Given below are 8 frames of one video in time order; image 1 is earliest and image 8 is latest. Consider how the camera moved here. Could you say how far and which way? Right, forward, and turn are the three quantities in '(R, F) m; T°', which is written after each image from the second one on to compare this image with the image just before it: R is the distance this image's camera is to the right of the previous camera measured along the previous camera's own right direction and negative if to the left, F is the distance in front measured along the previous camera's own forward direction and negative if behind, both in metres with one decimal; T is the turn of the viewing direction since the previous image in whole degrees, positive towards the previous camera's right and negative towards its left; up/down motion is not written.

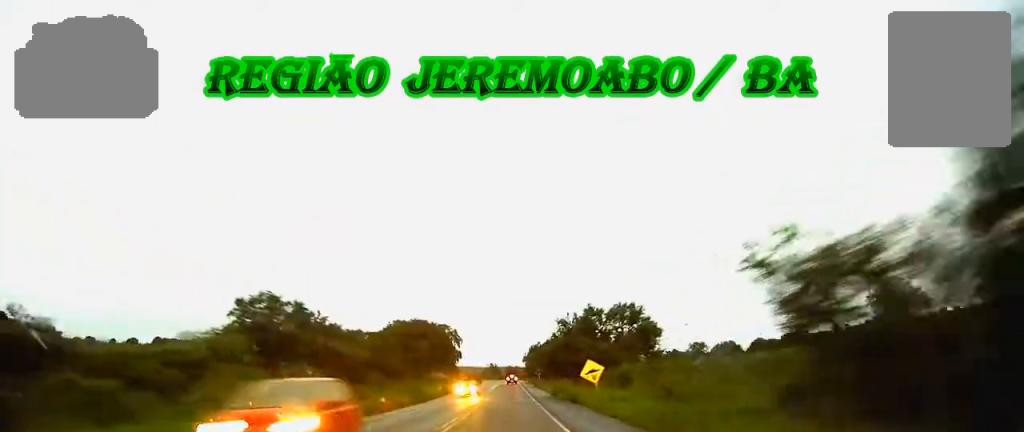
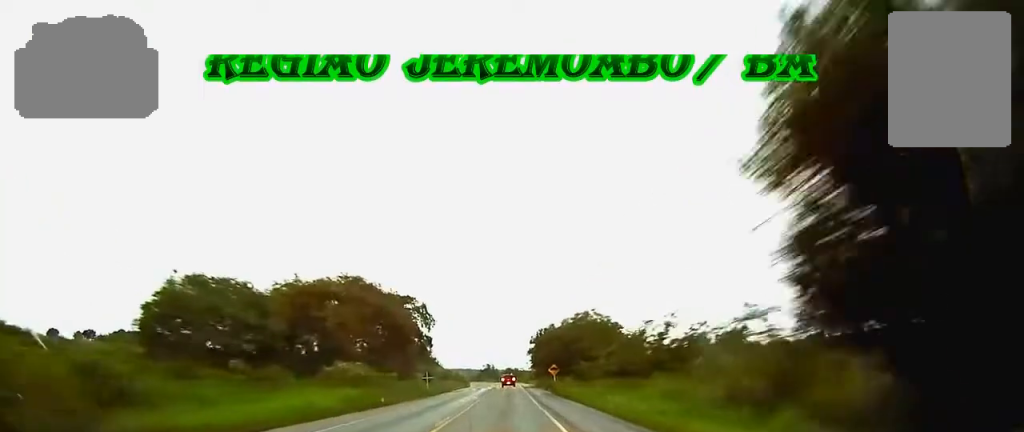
(+0.2, +48.6) m; 0°
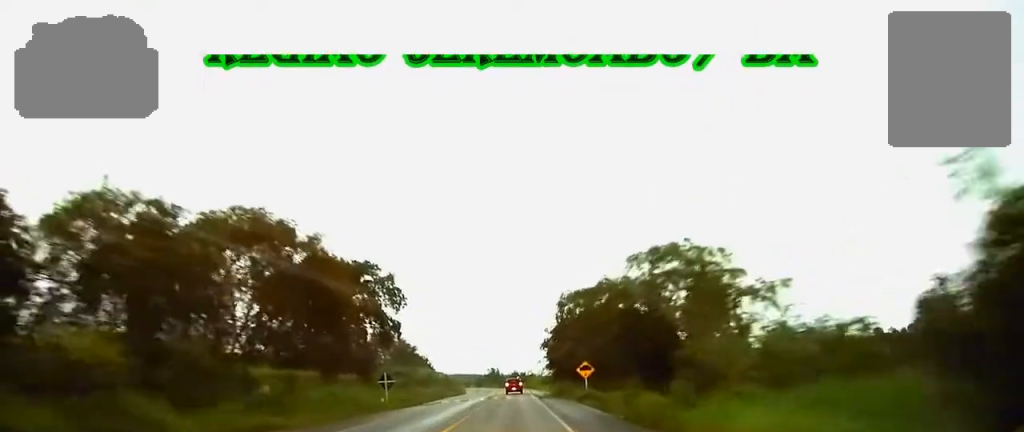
(-0.2, +28.9) m; 0°
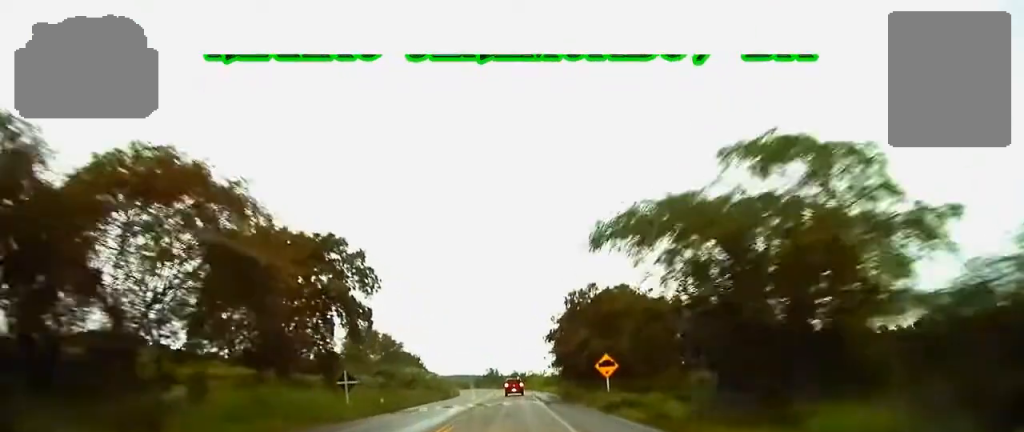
(0.0, +11.8) m; 0°
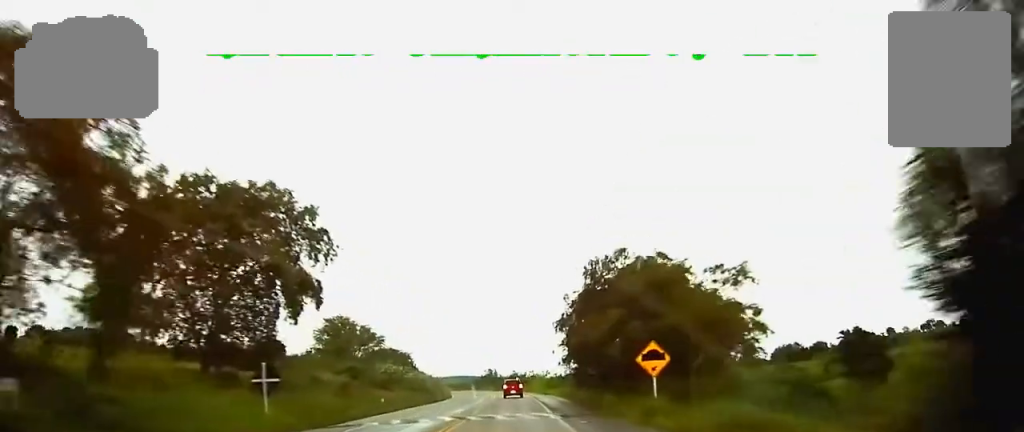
(+0.1, +12.9) m; 0°
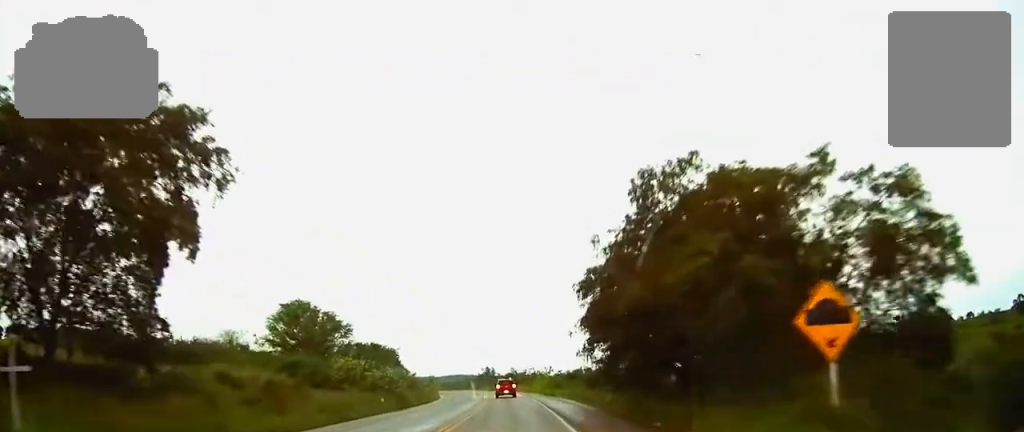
(-0.1, +14.4) m; 0°
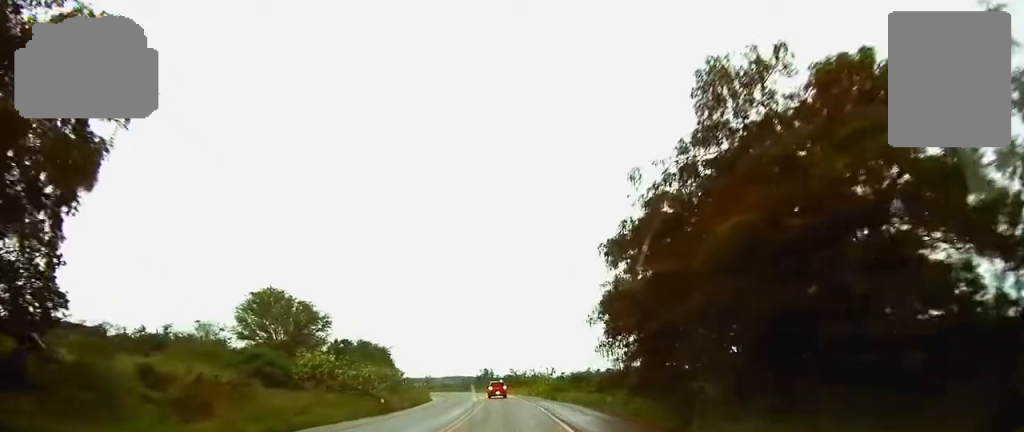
(0.0, +7.4) m; 0°
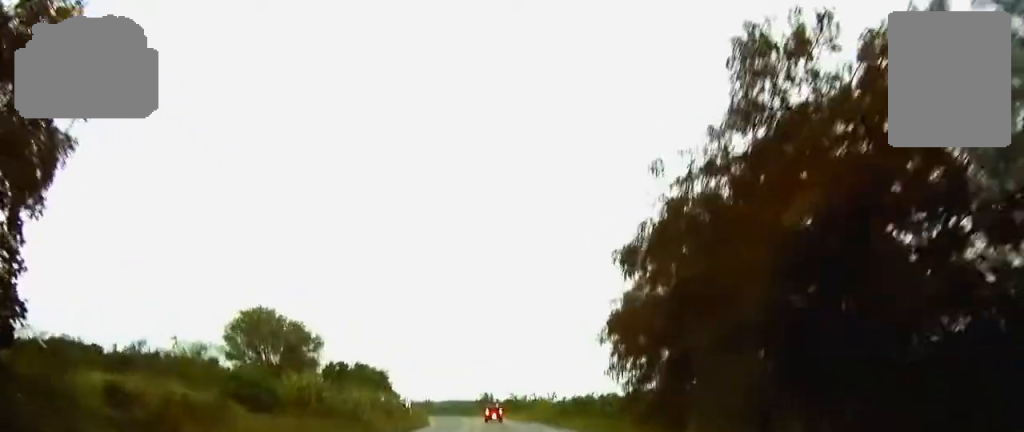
(0.0, +2.9) m; 0°
